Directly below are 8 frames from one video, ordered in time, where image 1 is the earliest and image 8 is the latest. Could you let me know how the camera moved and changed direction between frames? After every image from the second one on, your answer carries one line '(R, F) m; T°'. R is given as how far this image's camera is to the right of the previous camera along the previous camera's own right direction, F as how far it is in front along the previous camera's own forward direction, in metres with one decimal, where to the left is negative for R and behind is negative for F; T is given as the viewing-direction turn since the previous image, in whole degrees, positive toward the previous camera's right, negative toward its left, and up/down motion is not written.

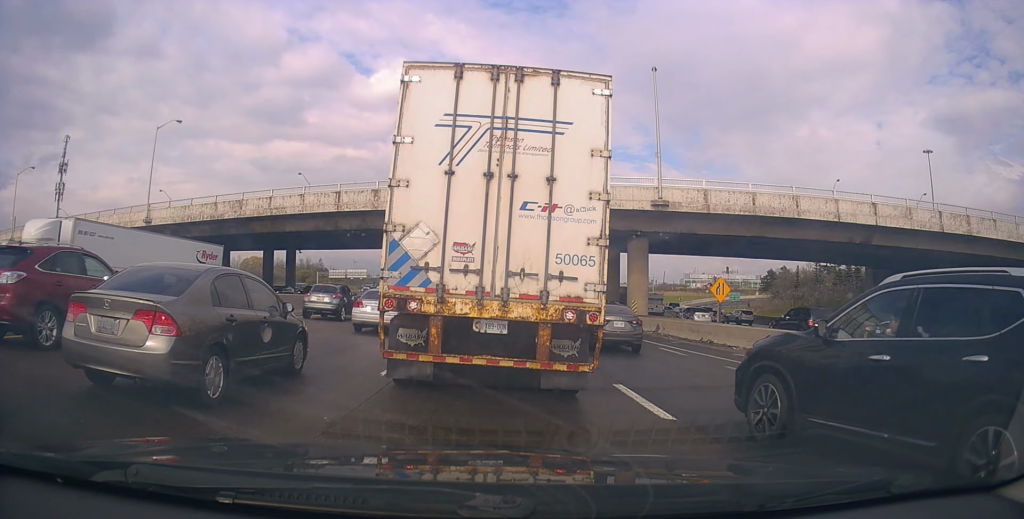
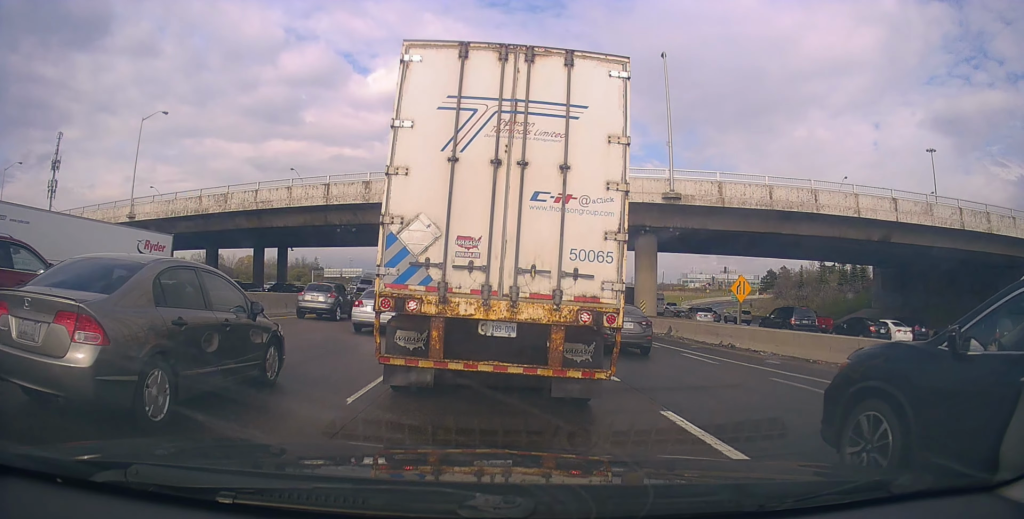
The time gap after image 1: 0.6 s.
(+0.1, +2.5) m; +3°
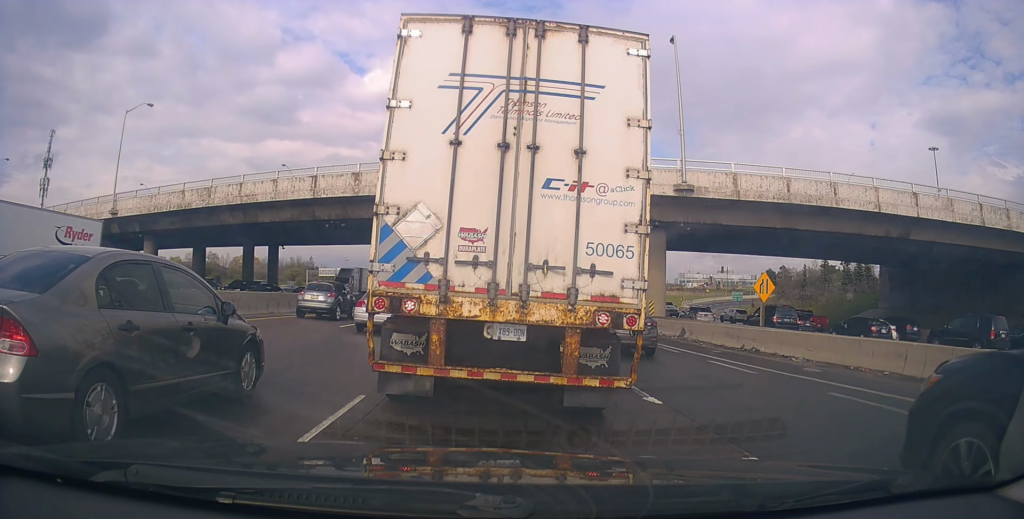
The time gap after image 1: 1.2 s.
(+0.1, +1.9) m; +5°
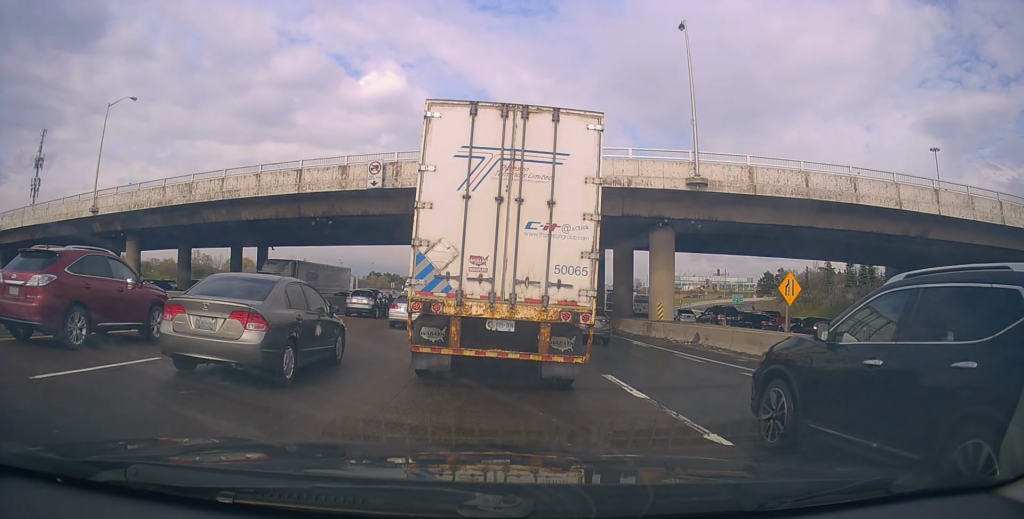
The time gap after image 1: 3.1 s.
(+0.4, +2.3) m; +6°
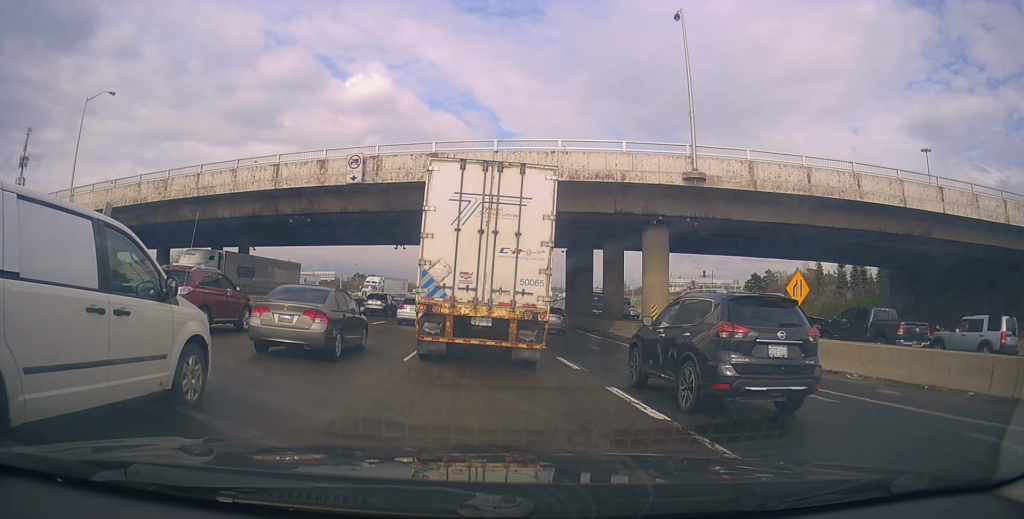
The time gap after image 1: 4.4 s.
(-0.2, +1.7) m; -6°
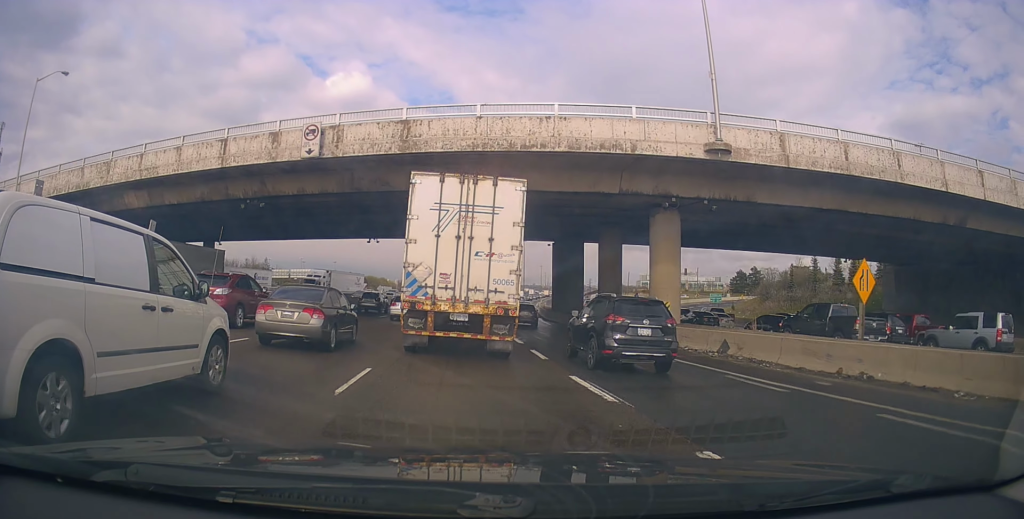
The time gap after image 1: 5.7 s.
(+0.2, +5.2) m; -4°
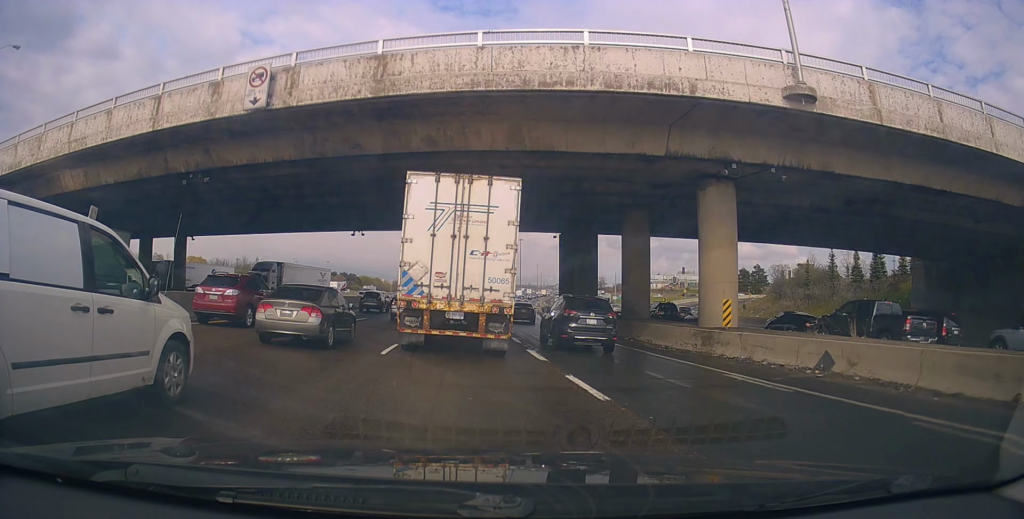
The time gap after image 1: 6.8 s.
(-0.8, +6.8) m; +4°
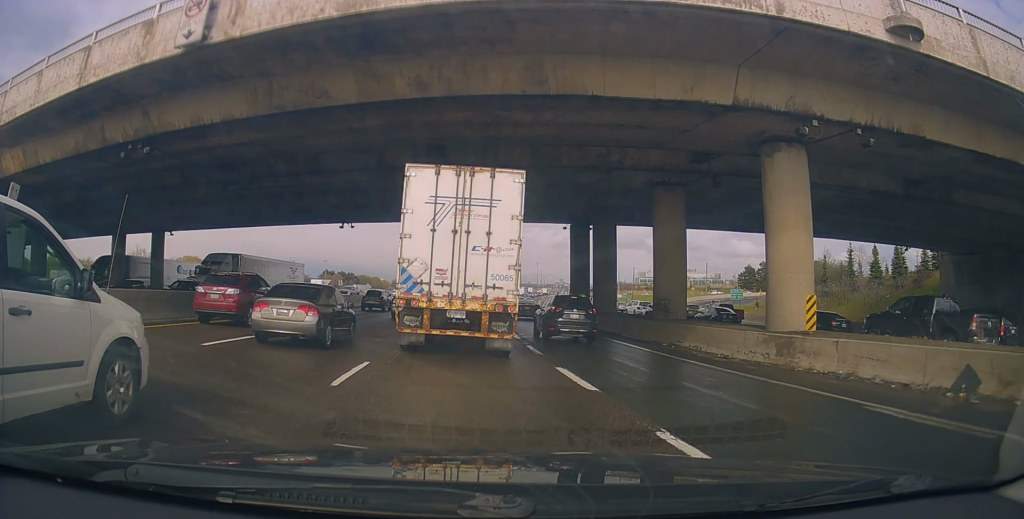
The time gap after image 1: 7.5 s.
(+1.0, +4.9) m; +5°
